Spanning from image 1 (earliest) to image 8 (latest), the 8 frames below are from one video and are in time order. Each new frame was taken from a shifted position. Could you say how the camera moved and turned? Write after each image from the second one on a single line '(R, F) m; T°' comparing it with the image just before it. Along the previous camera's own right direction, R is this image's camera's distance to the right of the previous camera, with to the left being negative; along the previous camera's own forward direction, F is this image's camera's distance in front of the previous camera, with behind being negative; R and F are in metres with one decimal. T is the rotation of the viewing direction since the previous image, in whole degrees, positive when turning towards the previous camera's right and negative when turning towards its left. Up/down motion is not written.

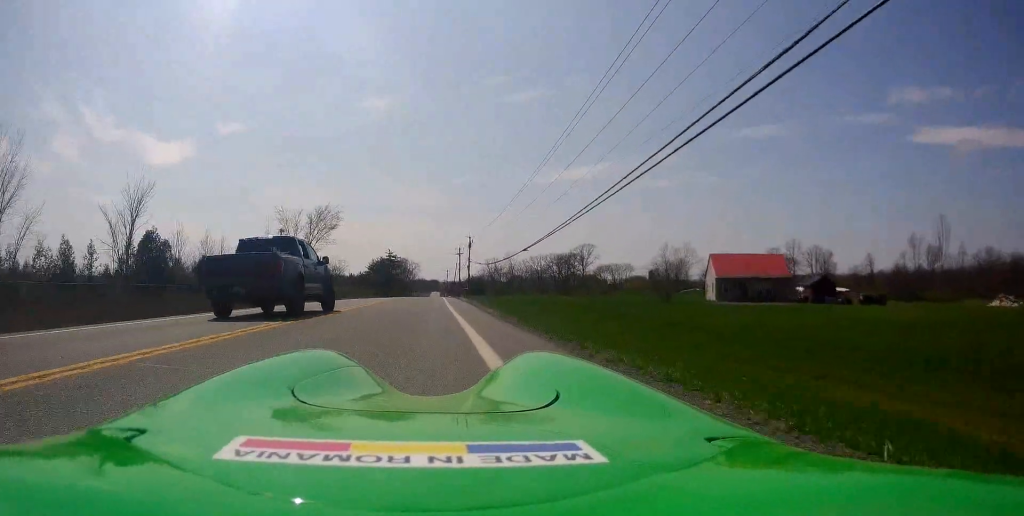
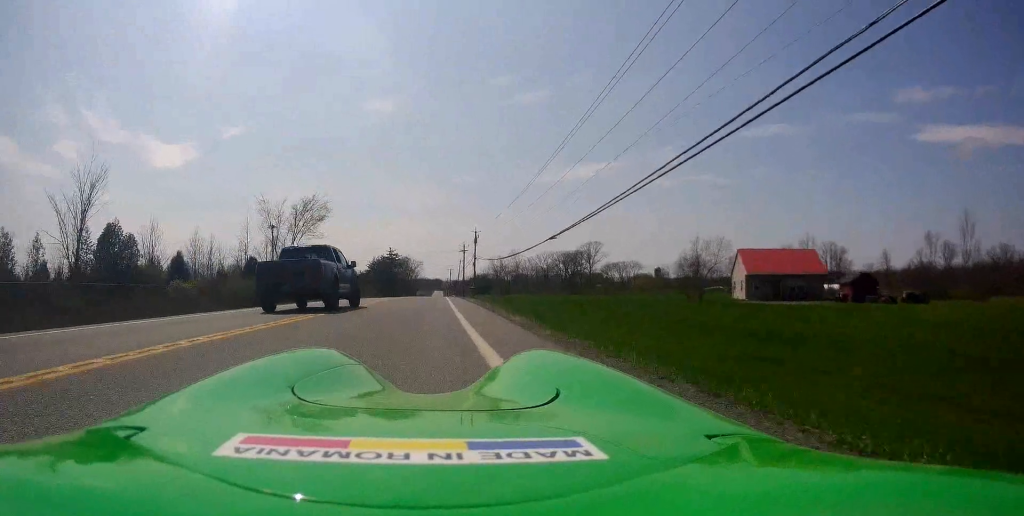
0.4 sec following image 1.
(0.0, +6.6) m; 0°
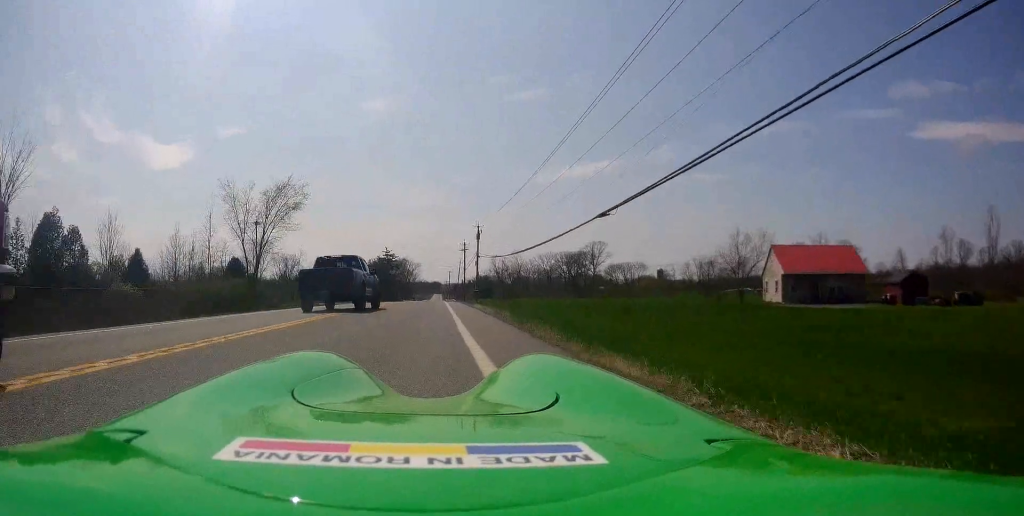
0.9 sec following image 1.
(0.0, +7.9) m; 0°
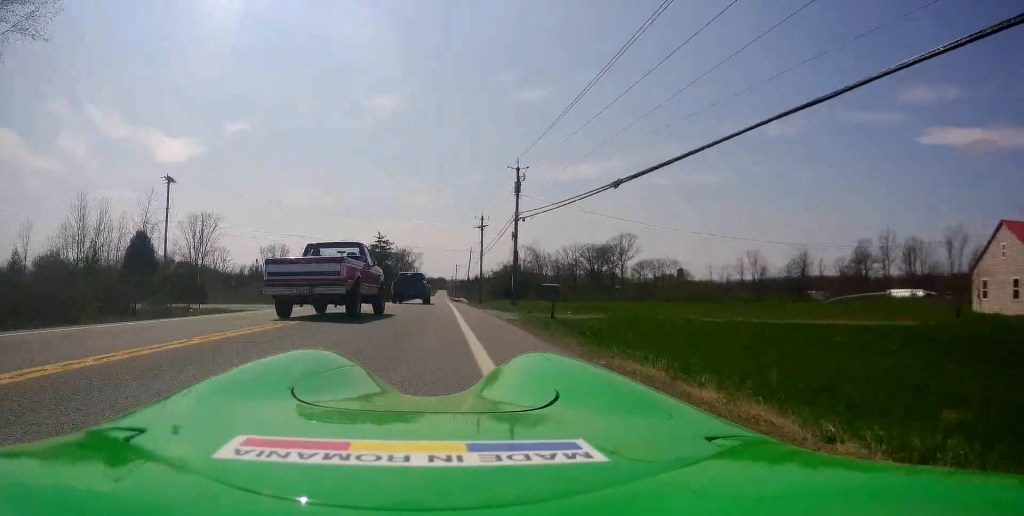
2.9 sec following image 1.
(-0.1, +30.6) m; 0°
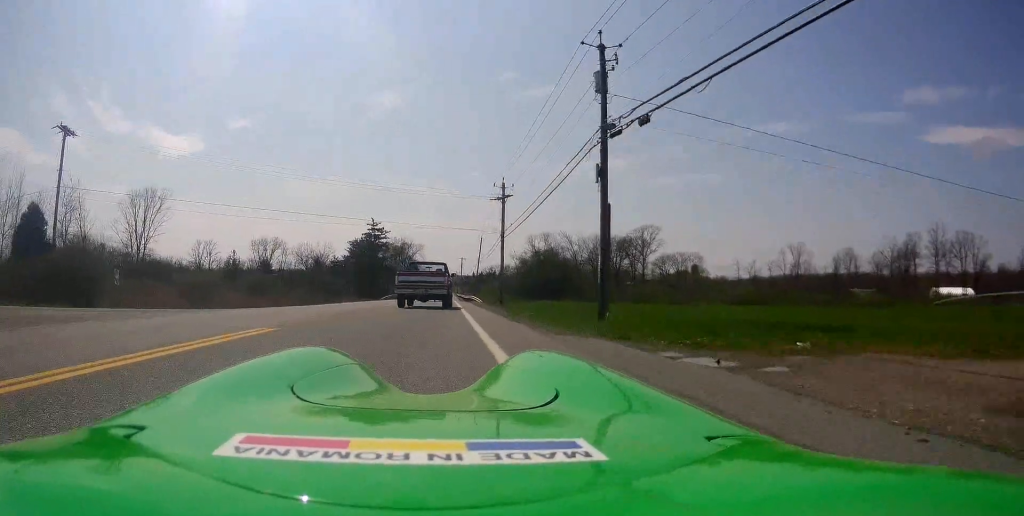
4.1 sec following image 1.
(+0.1, +18.8) m; 0°
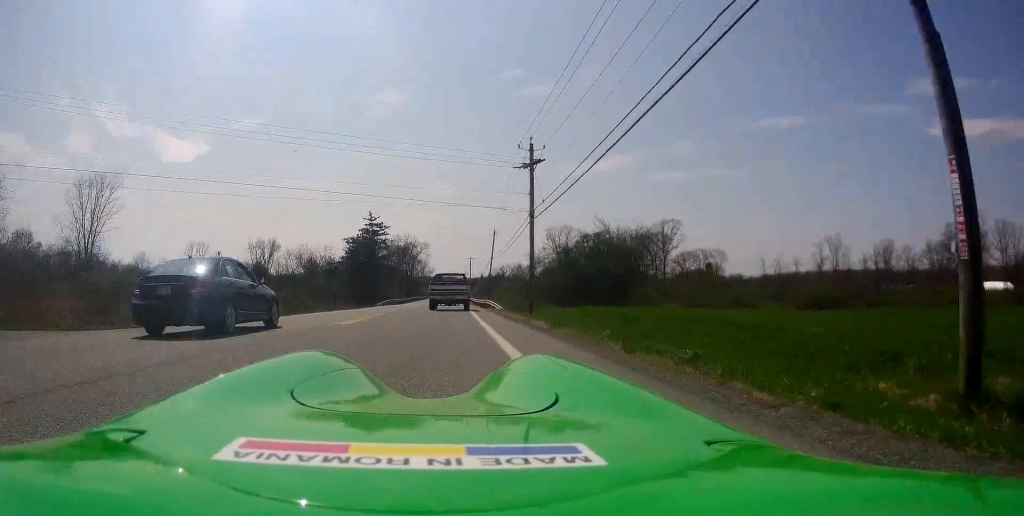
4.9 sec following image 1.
(+0.1, +12.4) m; -2°
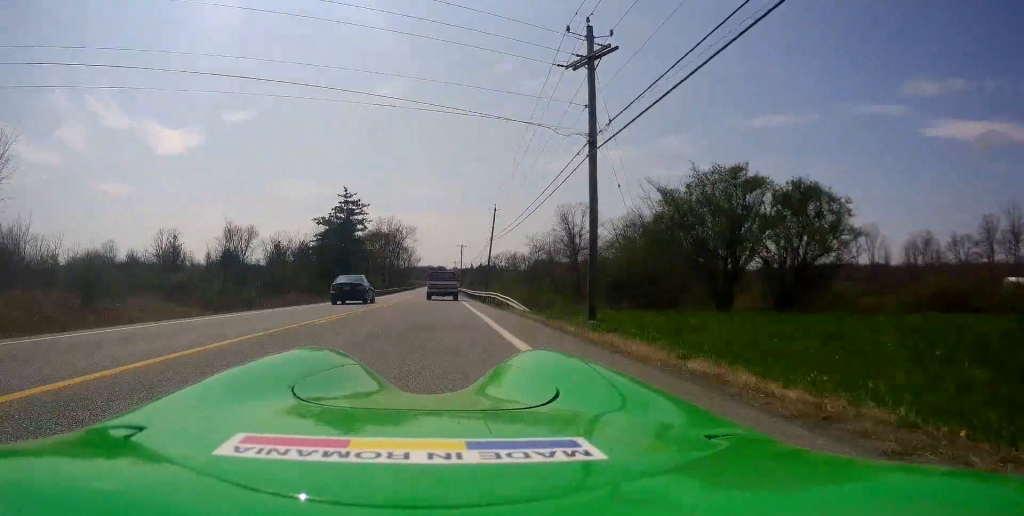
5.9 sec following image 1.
(-0.6, +15.5) m; +2°
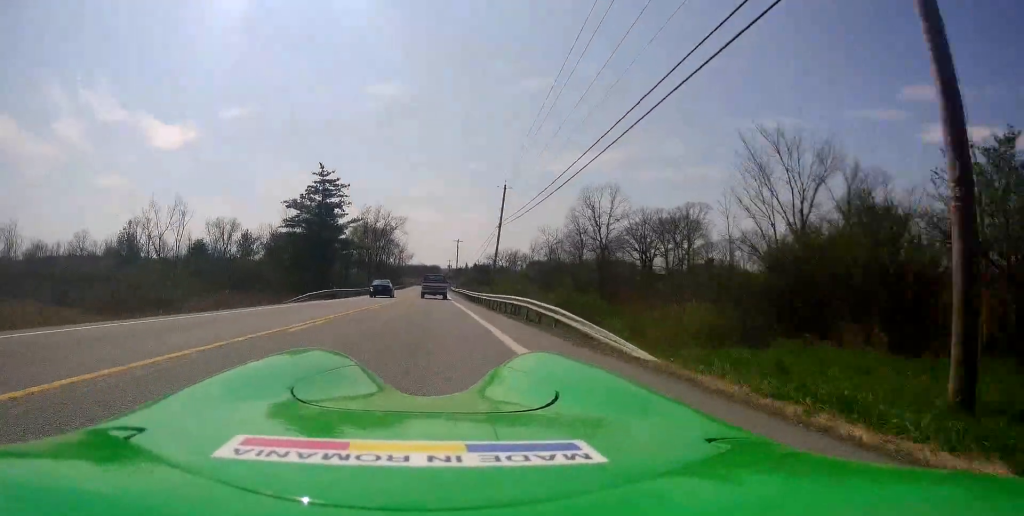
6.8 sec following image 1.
(+0.9, +14.2) m; +2°
